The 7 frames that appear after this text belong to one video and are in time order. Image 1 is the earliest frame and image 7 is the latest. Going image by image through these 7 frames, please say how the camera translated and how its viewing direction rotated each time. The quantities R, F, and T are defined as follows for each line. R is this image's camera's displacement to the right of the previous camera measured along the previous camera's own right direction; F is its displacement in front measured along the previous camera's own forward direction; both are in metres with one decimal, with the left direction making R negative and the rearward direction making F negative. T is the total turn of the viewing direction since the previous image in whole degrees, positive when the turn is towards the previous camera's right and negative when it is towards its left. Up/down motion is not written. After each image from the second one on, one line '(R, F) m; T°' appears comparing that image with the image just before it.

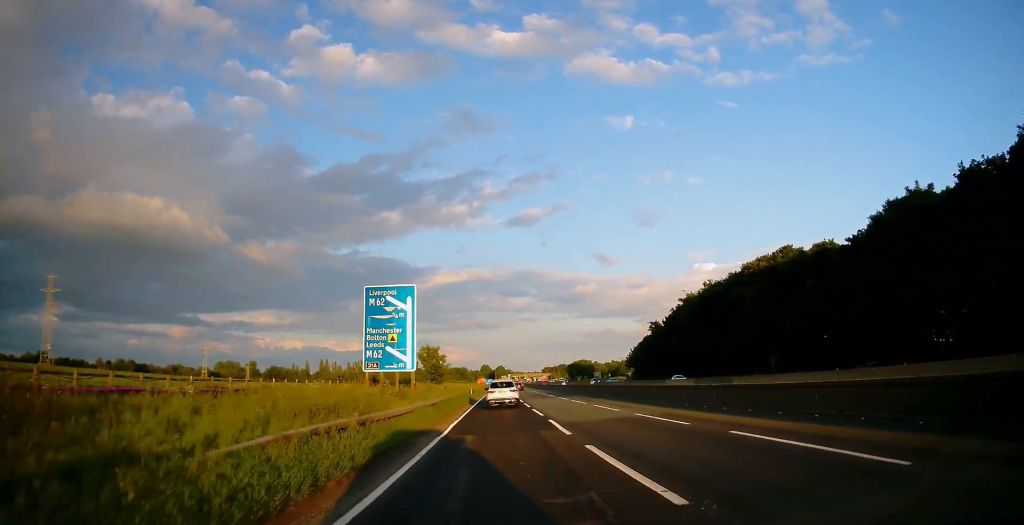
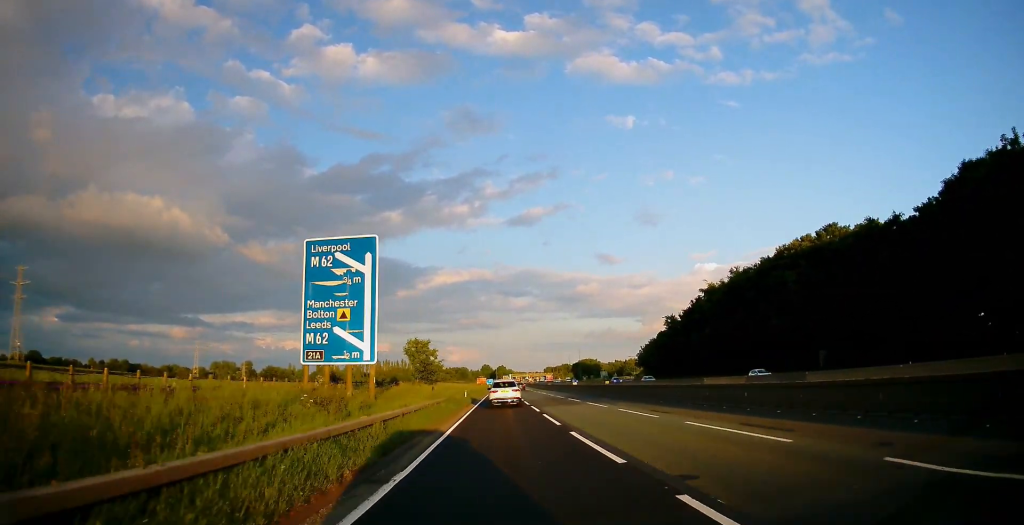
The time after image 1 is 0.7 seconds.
(0.0, +14.4) m; 0°
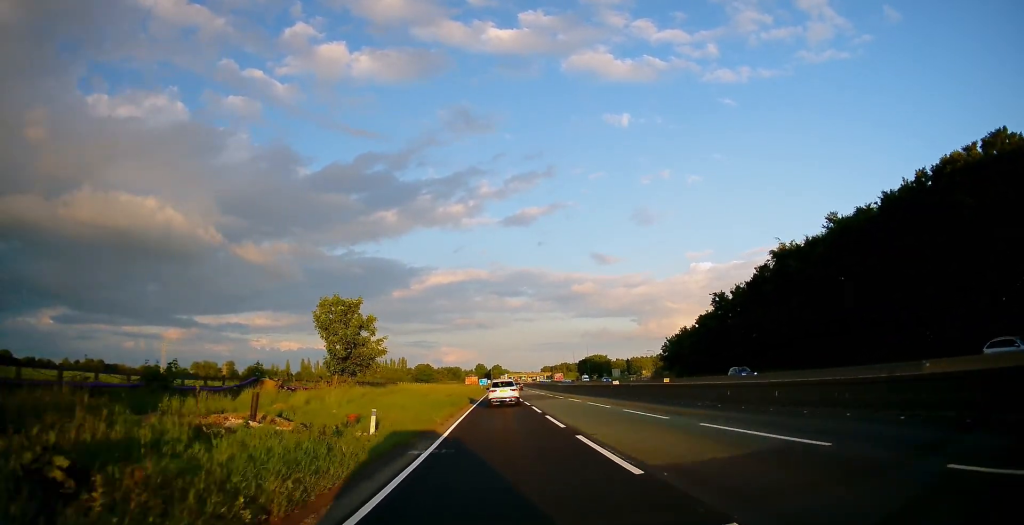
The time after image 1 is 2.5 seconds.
(+0.3, +38.7) m; +1°
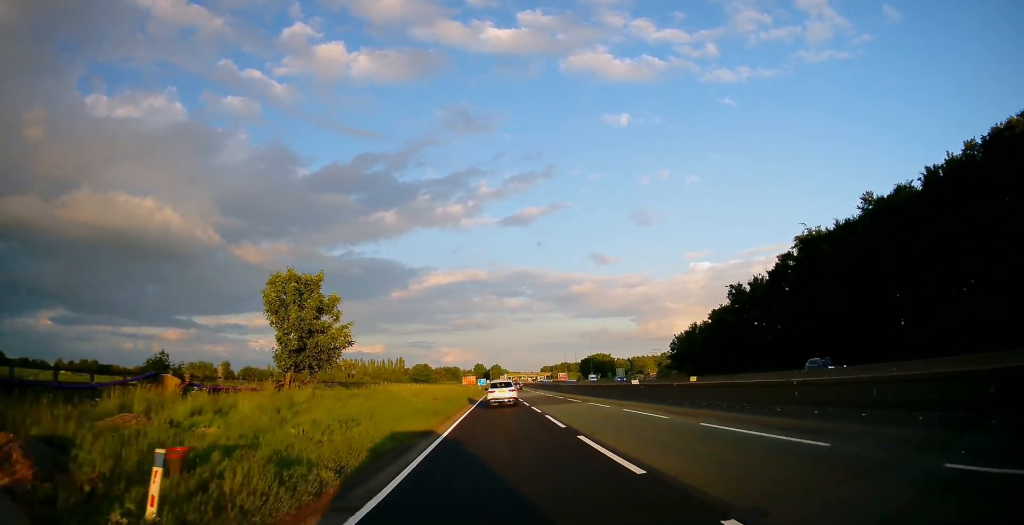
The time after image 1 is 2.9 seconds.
(0.0, +9.4) m; 0°
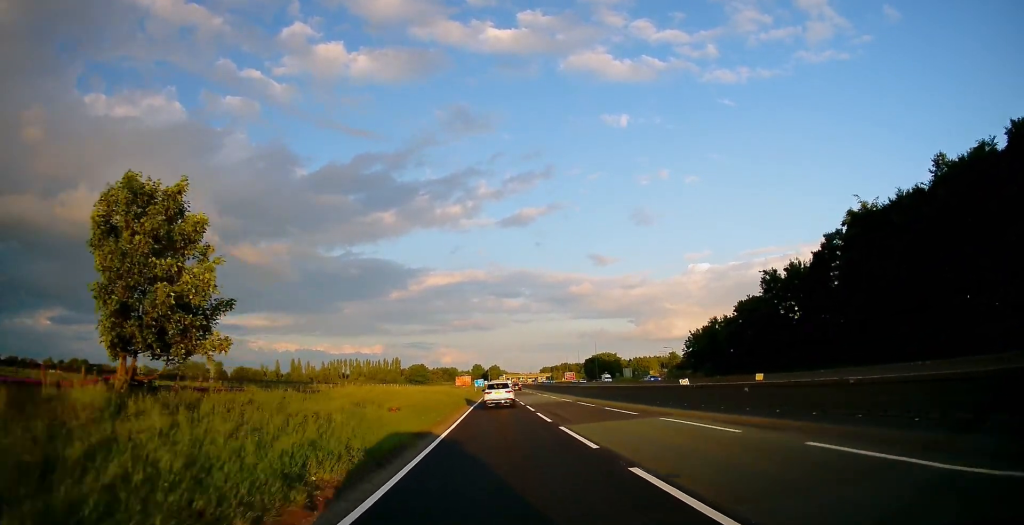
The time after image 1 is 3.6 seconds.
(0.0, +14.8) m; 0°
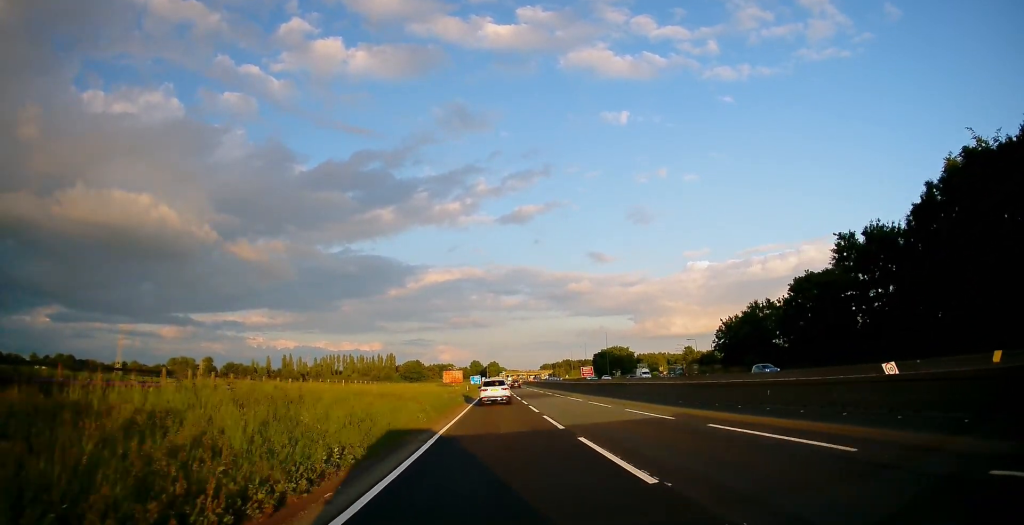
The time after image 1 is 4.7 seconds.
(+0.1, +23.3) m; 0°
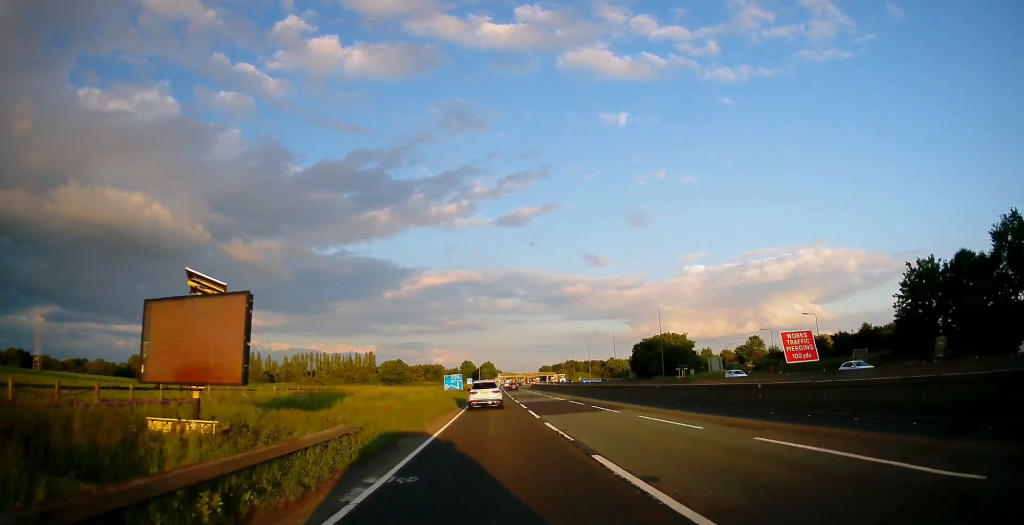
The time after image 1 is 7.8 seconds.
(-0.1, +66.8) m; 0°
